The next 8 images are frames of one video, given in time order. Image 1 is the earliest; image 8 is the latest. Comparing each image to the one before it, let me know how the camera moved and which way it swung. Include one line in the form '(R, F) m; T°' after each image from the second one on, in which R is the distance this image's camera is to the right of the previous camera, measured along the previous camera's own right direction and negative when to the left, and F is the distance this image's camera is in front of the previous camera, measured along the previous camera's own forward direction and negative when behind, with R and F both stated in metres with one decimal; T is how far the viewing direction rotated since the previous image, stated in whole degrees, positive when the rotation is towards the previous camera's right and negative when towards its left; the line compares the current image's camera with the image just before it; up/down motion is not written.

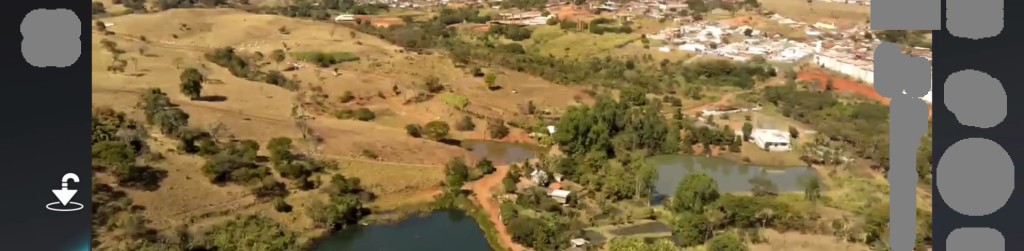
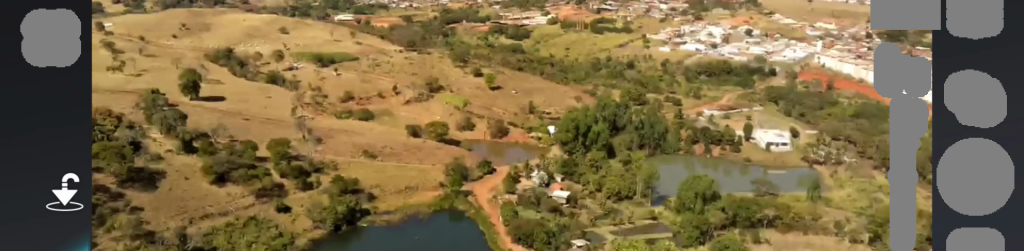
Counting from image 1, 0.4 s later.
(0.0, +2.2) m; 0°
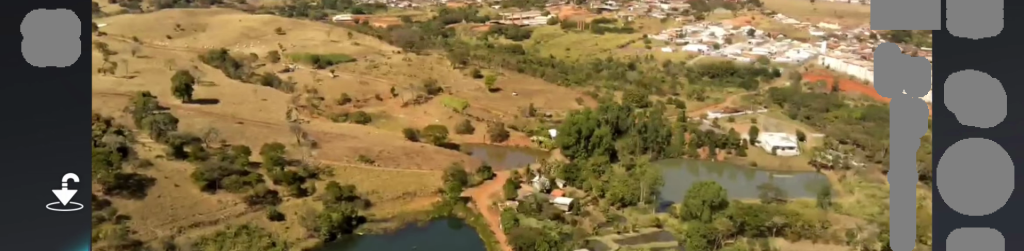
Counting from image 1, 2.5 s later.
(+0.2, +10.4) m; +1°
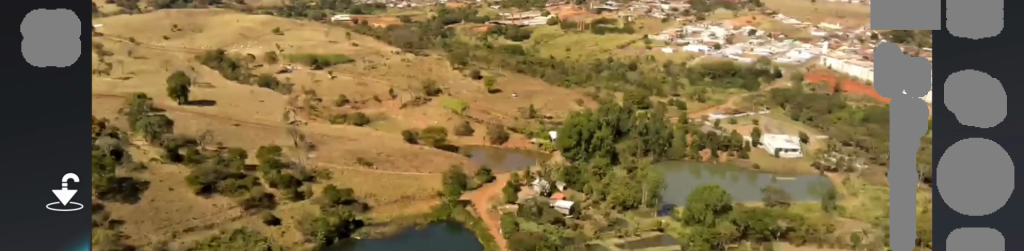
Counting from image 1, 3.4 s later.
(0.0, +5.0) m; 0°
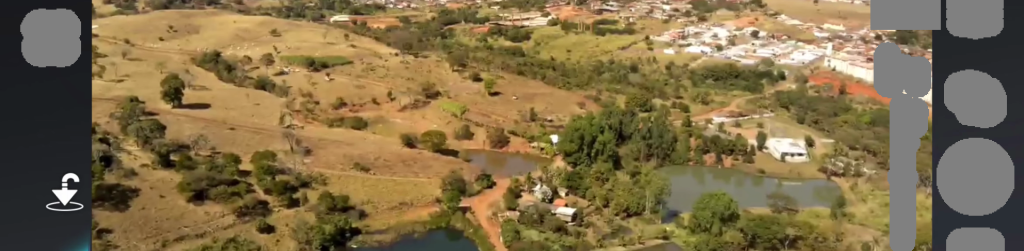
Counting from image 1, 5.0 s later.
(0.0, +9.0) m; 0°
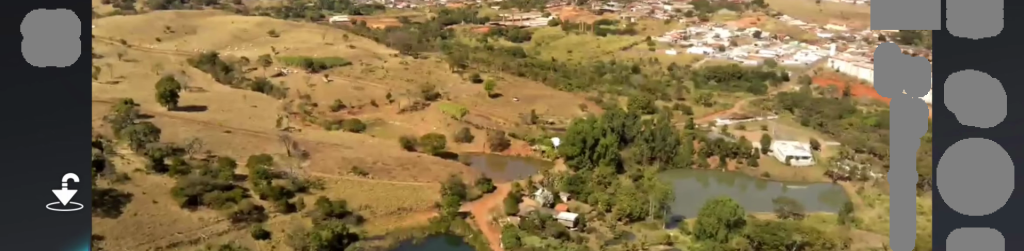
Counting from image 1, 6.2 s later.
(0.0, +6.7) m; -1°
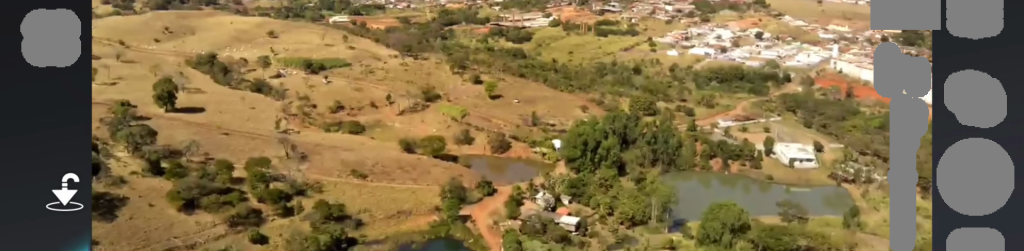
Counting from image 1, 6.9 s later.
(0.0, +4.0) m; 0°
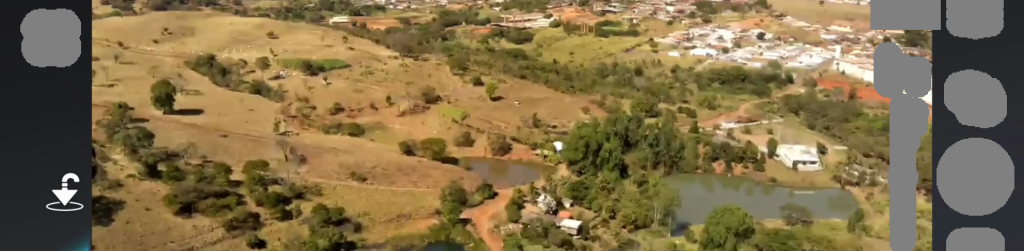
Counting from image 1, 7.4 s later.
(0.0, +3.3) m; 0°
